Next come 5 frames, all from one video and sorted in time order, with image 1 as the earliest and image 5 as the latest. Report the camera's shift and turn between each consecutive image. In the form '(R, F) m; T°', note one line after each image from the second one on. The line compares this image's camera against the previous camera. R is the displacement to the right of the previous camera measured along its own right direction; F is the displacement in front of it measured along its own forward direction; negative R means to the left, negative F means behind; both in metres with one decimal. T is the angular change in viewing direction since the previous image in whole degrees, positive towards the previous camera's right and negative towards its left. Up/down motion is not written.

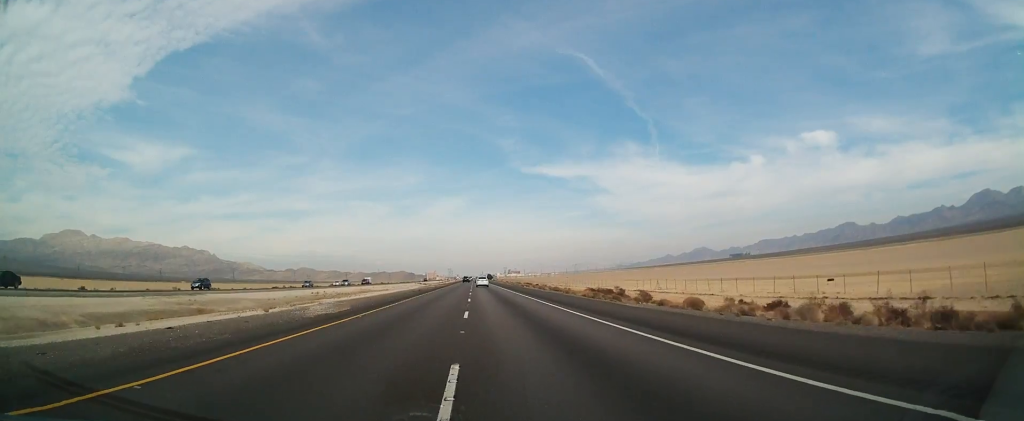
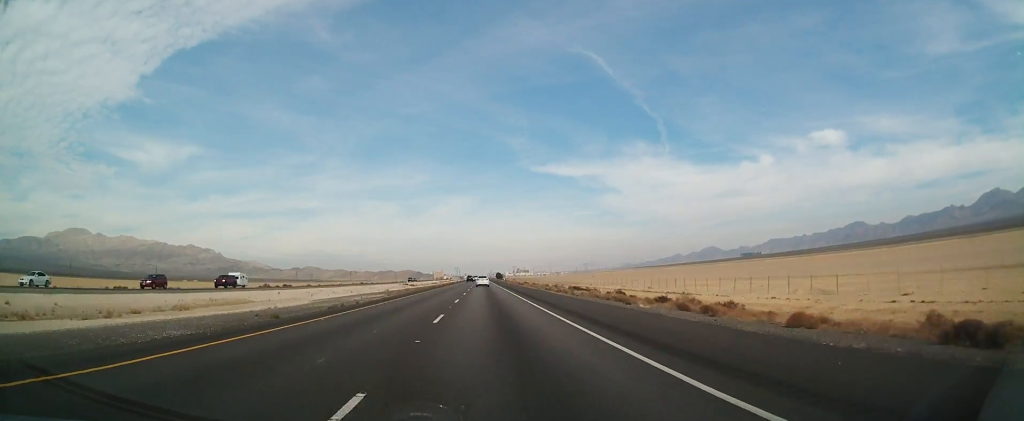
(+0.1, +75.2) m; 0°
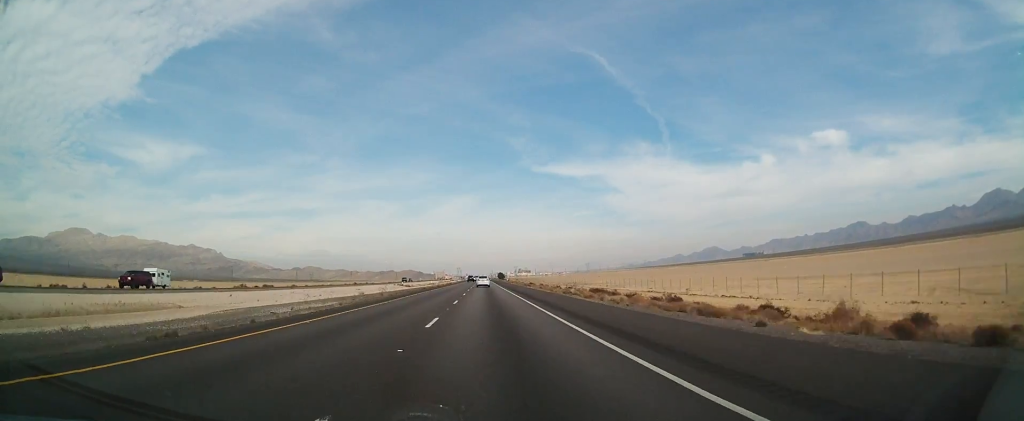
(-0.1, +16.1) m; 0°
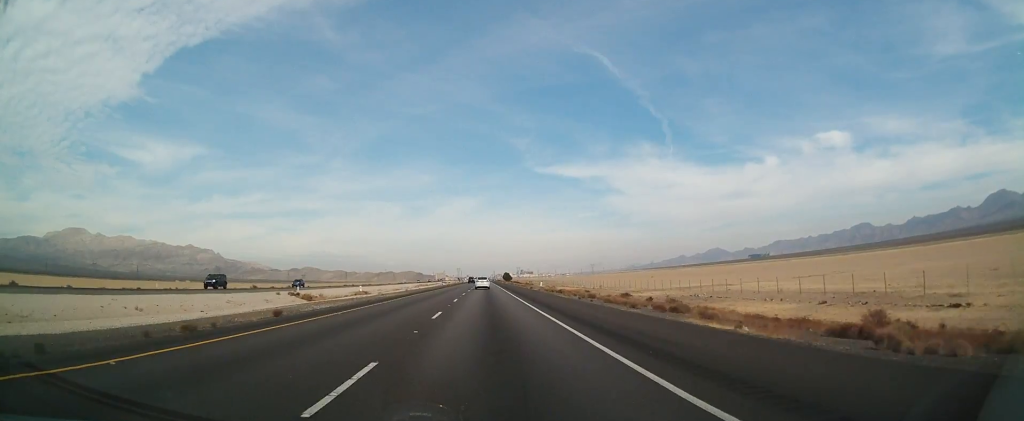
(-0.5, +112.8) m; 0°
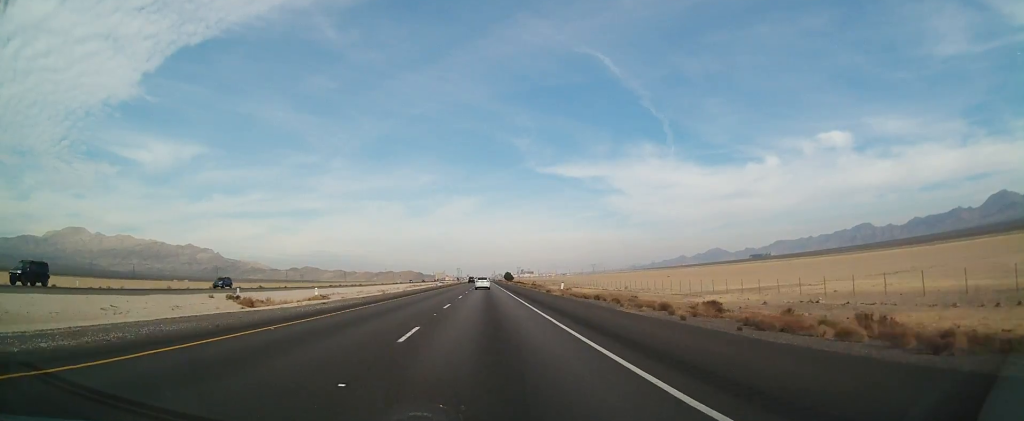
(+0.3, +21.9) m; 0°
